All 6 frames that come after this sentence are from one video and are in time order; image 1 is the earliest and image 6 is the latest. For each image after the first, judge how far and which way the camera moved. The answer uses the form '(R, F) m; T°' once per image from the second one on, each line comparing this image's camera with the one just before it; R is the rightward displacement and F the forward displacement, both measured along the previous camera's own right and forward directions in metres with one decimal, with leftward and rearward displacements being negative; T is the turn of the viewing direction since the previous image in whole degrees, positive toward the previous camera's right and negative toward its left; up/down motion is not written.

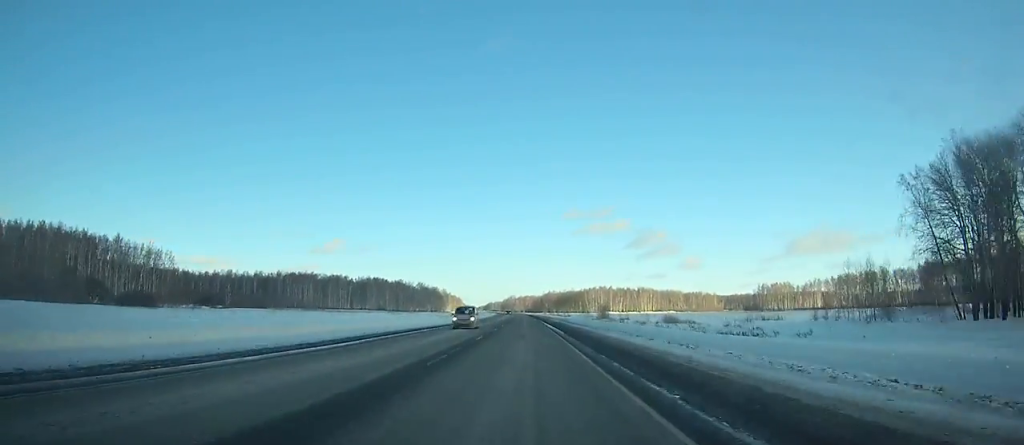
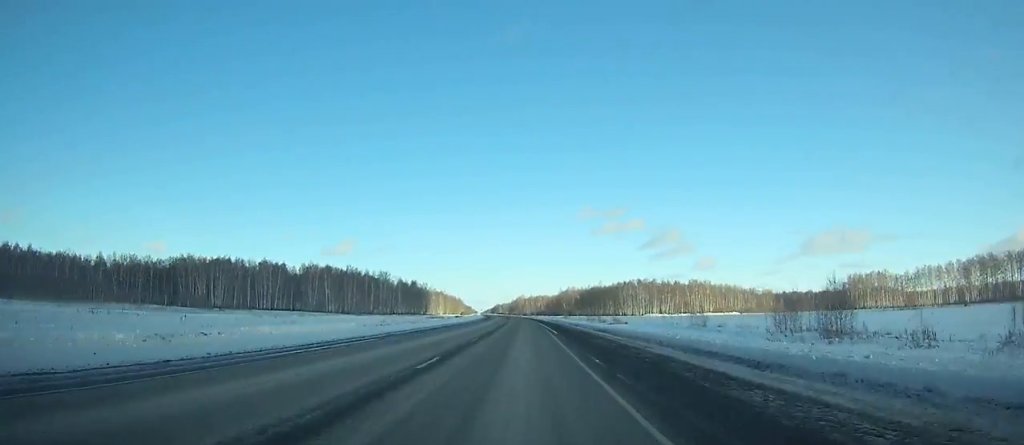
(-2.2, +132.6) m; -2°
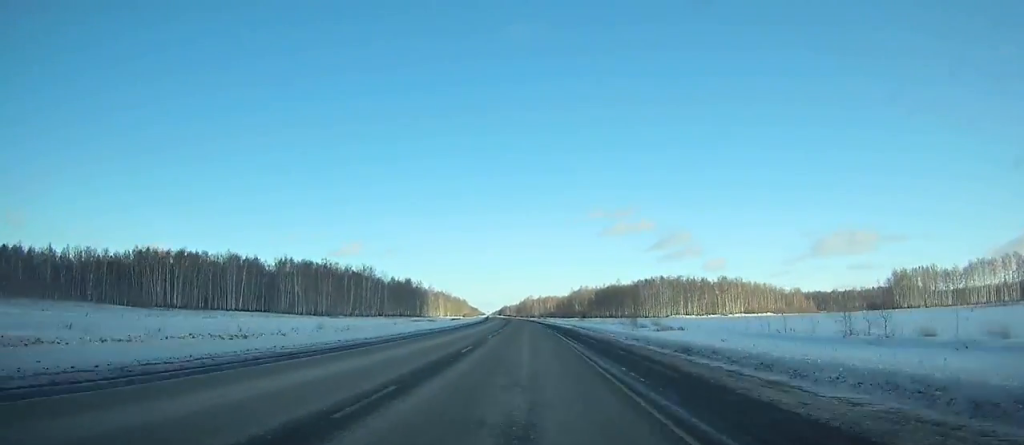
(0.0, +42.2) m; -1°
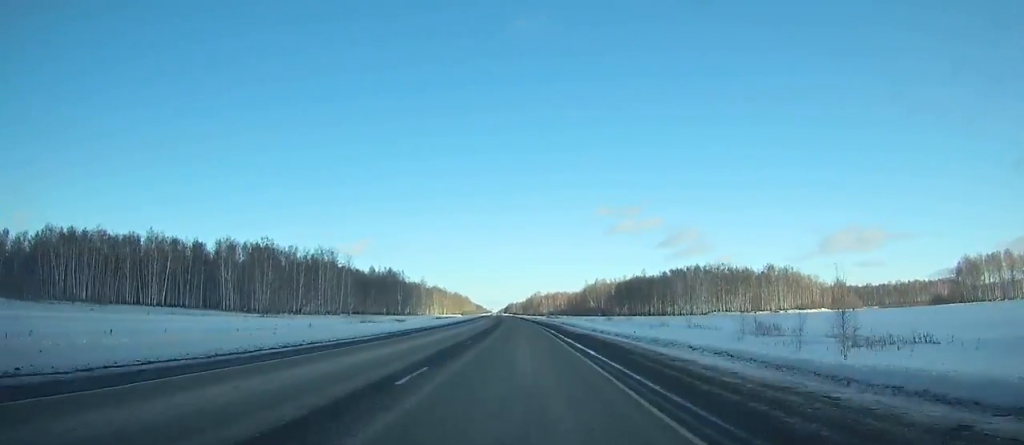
(-0.6, +55.9) m; -1°
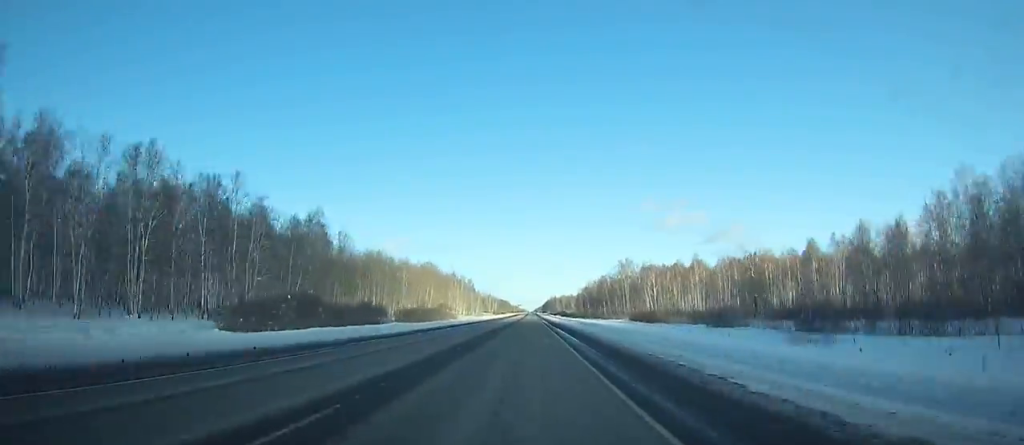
(-12.6, +356.4) m; -2°
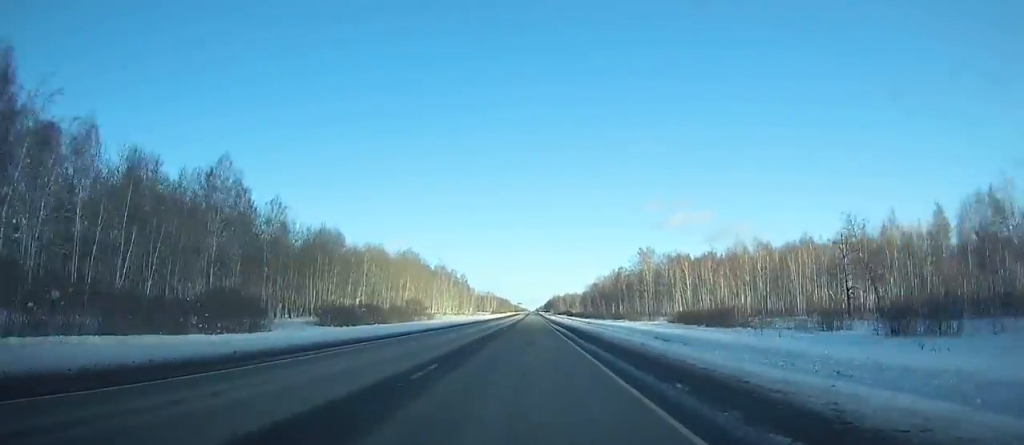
(0.0, +43.3) m; 0°
